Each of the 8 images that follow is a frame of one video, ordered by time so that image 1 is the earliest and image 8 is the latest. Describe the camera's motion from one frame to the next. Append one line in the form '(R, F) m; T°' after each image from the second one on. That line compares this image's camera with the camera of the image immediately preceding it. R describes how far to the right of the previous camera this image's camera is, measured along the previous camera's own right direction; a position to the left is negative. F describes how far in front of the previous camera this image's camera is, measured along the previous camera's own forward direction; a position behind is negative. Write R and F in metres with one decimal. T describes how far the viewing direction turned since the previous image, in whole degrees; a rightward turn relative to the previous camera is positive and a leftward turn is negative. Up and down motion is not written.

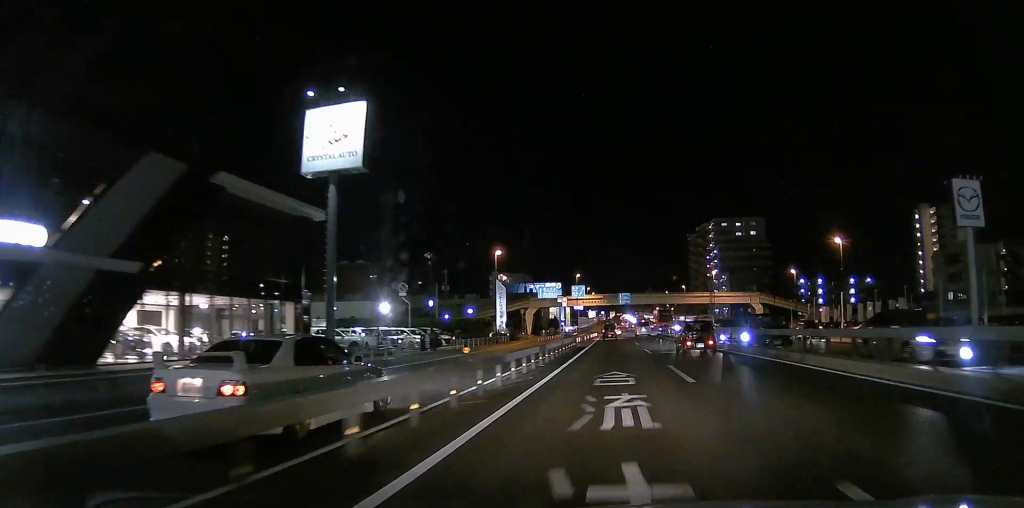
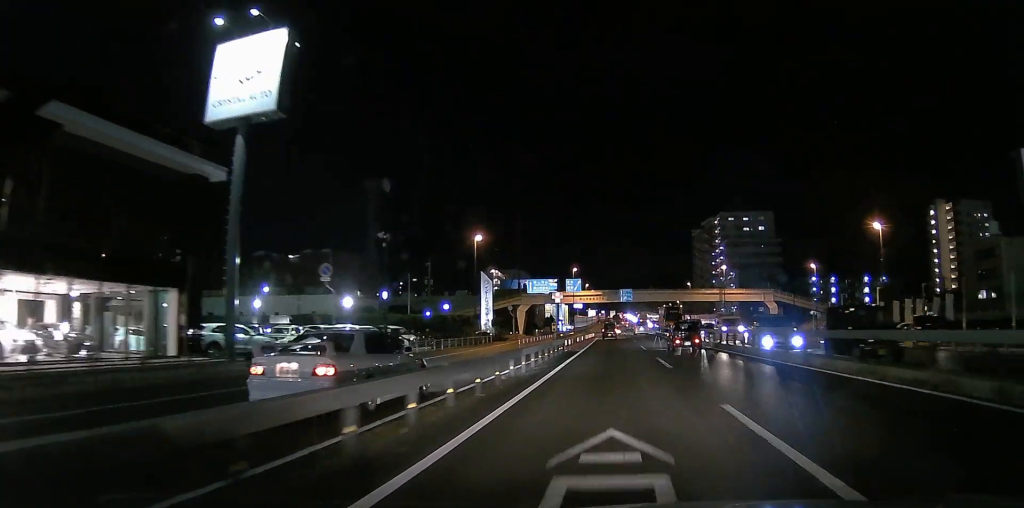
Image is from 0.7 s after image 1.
(0.0, +9.9) m; +1°
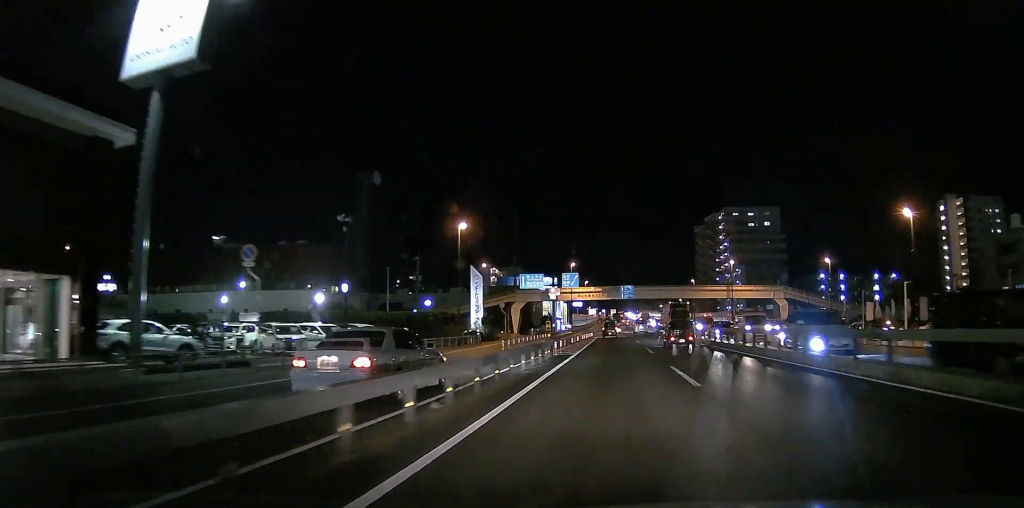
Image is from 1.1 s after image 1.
(-0.2, +6.1) m; +2°
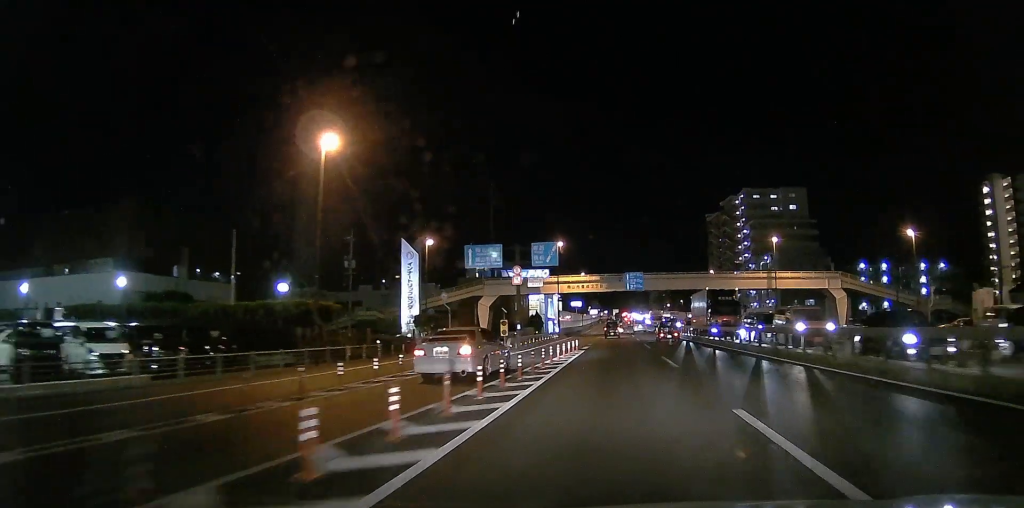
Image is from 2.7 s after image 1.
(+1.1, +25.3) m; 0°
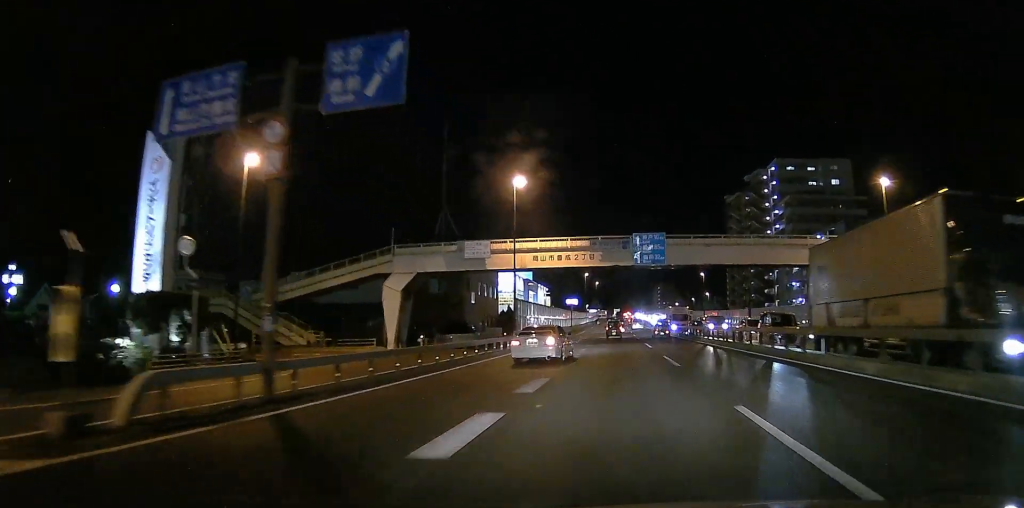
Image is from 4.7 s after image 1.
(-1.8, +30.4) m; -3°
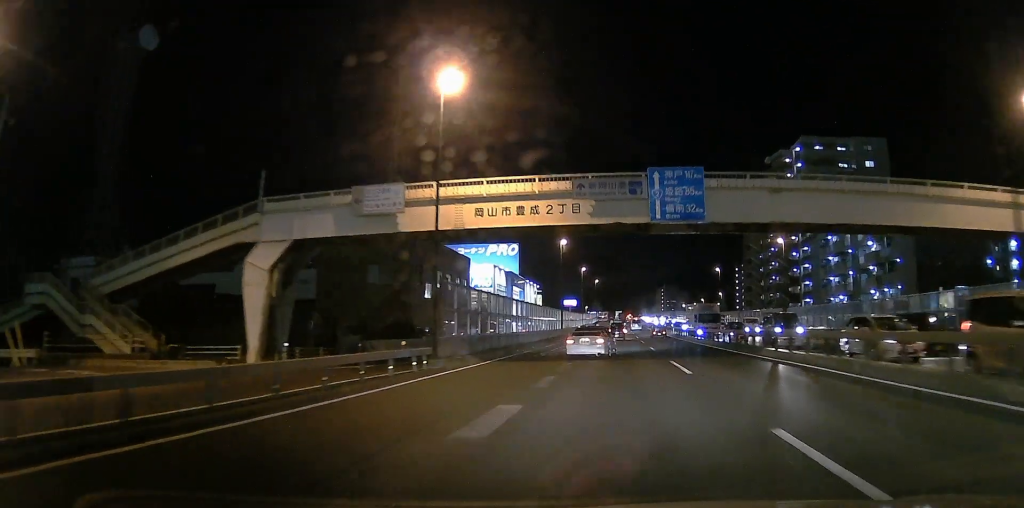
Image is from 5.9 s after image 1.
(+0.1, +17.2) m; 0°
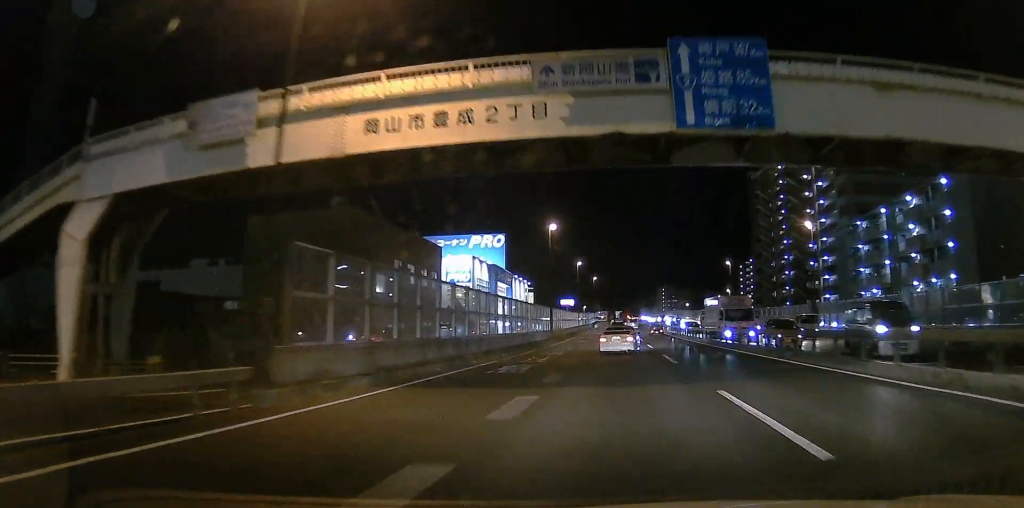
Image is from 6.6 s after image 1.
(-0.1, +10.7) m; 0°
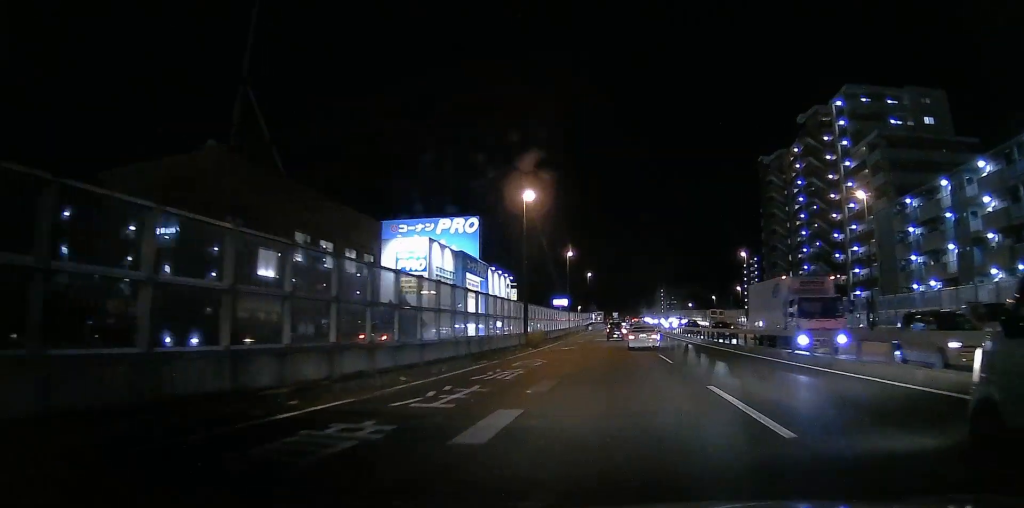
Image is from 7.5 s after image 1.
(0.0, +13.8) m; +1°
